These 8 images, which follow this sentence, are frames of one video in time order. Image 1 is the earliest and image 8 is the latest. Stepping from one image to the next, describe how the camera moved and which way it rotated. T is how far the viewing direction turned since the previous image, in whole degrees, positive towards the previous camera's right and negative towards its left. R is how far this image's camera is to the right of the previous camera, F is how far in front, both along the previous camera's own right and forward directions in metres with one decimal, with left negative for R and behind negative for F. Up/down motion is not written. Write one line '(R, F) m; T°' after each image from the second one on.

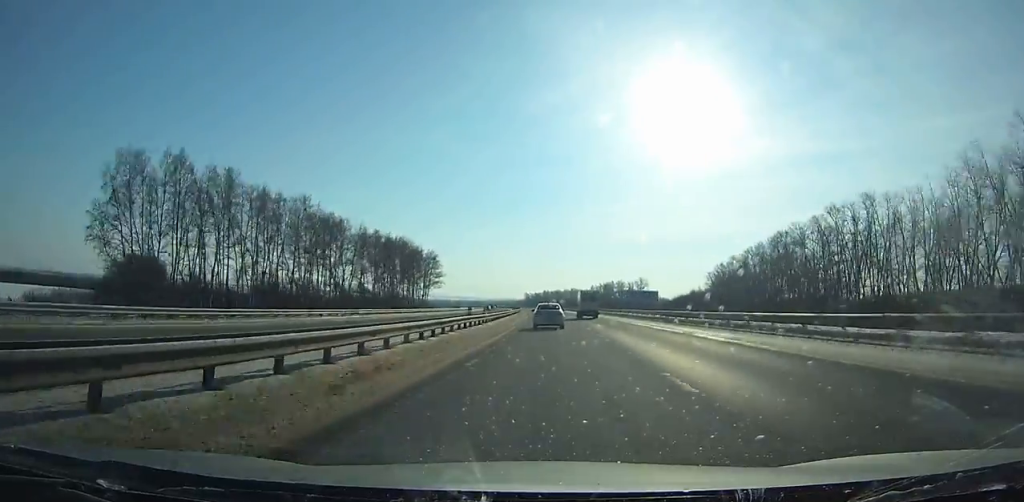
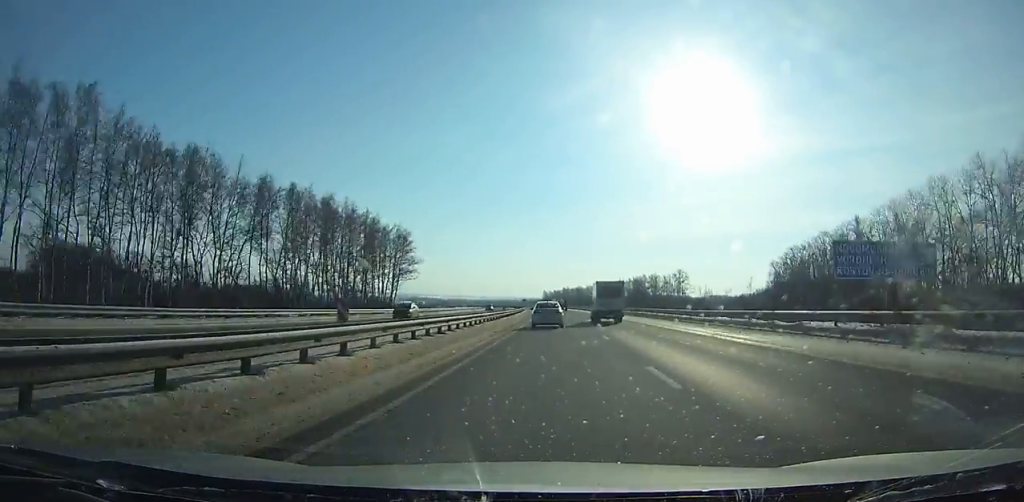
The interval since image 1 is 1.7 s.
(-0.5, +58.4) m; -2°
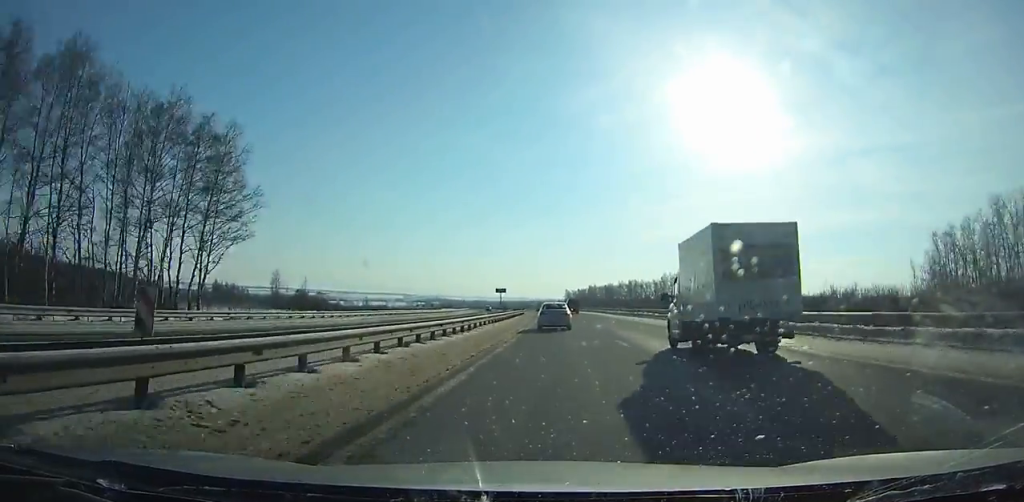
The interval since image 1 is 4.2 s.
(-1.5, +86.3) m; -2°
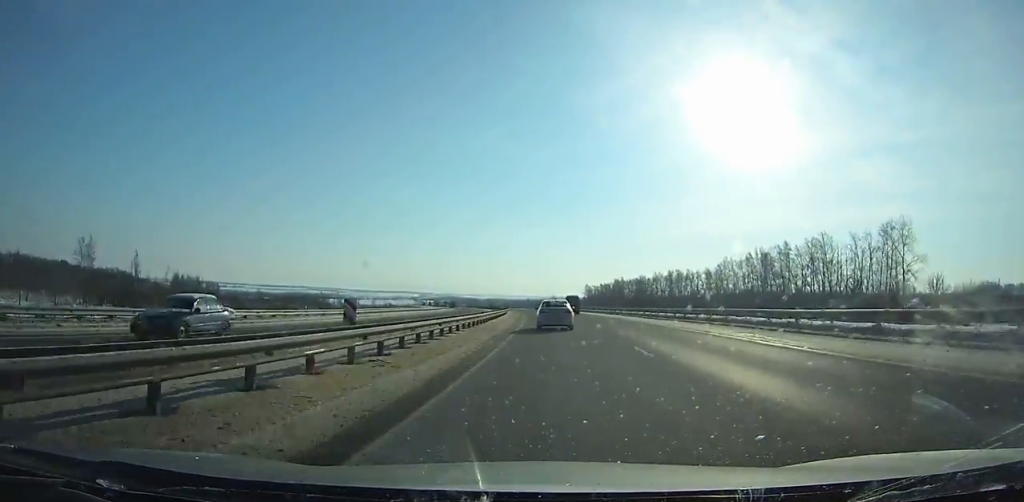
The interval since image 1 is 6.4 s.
(-1.5, +75.3) m; -3°
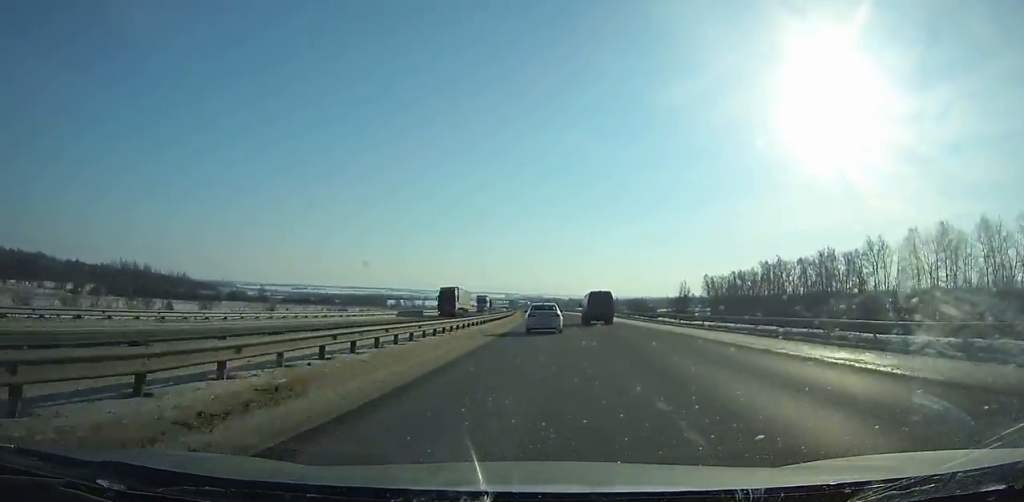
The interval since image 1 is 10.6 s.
(-8.4, +141.9) m; -7°
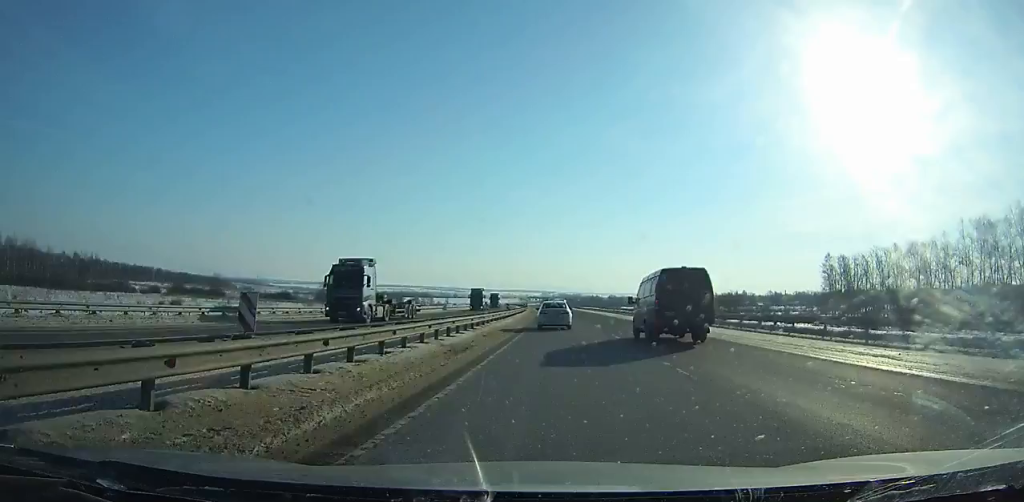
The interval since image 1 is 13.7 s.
(-4.5, +104.1) m; -4°
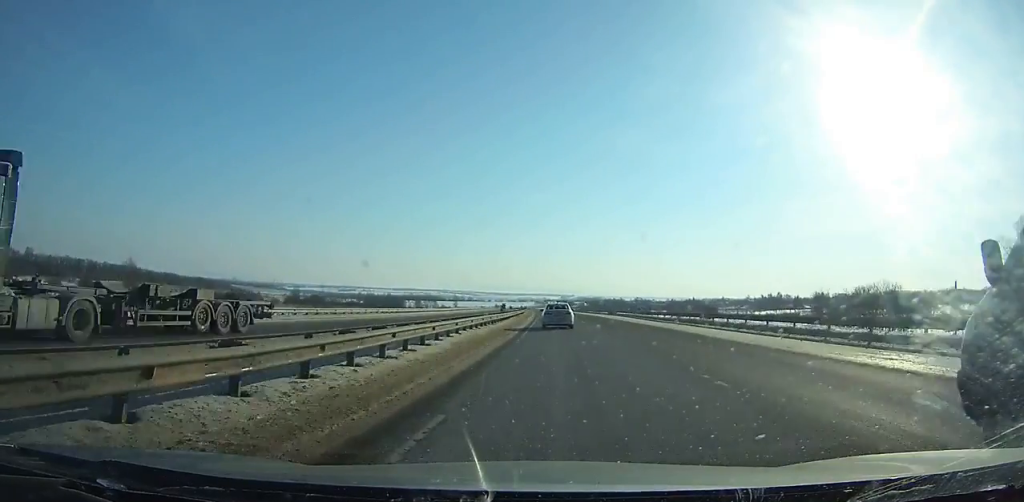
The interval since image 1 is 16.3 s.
(-1.3, +87.3) m; -2°
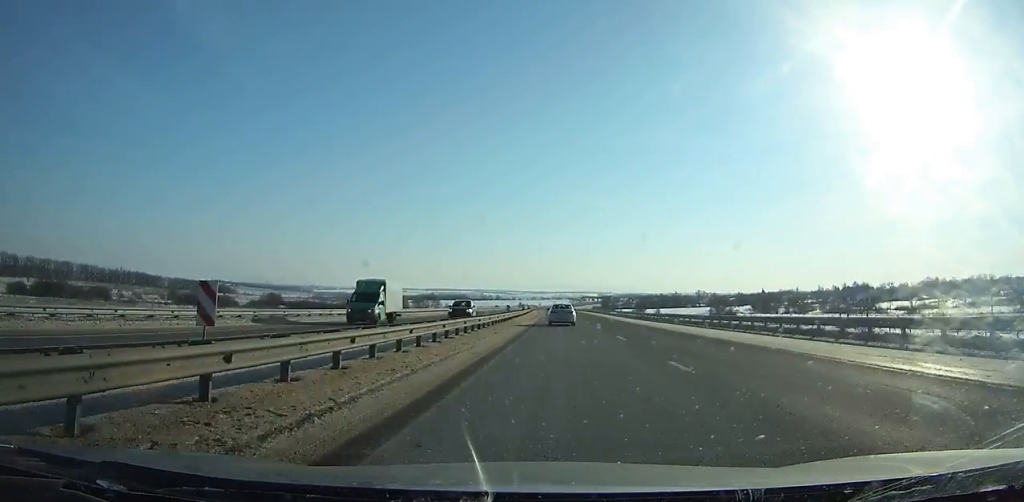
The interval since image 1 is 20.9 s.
(-4.3, +155.0) m; -3°
